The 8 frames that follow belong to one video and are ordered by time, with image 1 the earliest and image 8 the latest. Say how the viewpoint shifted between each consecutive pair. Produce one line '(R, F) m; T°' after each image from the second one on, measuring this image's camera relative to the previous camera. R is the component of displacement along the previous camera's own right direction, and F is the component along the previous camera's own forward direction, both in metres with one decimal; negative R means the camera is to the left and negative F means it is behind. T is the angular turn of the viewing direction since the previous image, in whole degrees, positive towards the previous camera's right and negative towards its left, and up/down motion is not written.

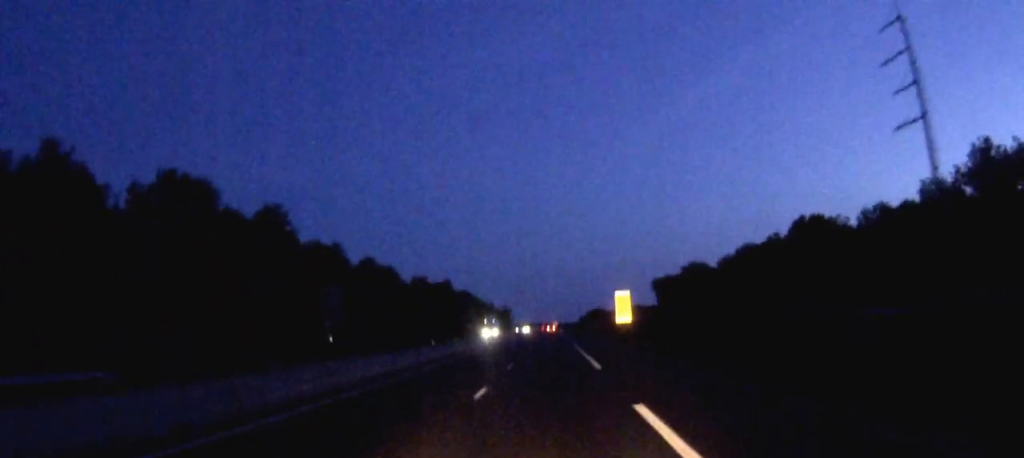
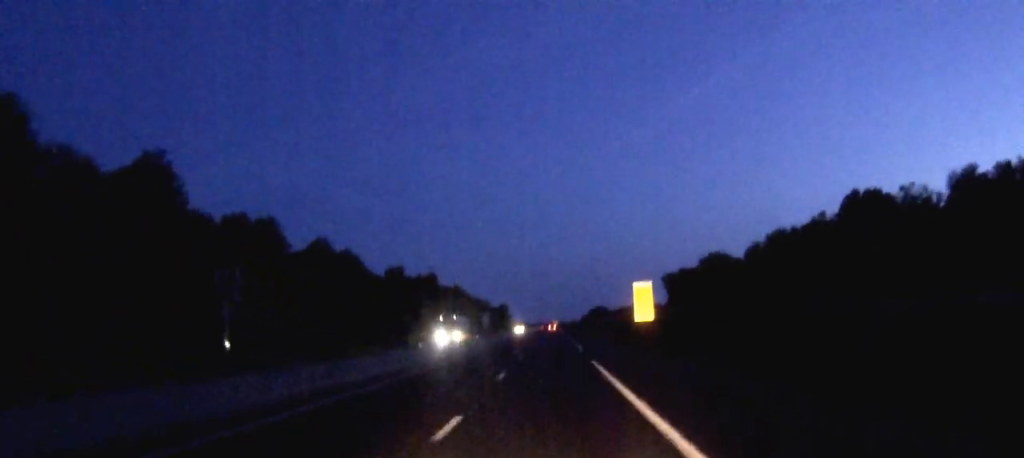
(-0.1, +31.9) m; 0°
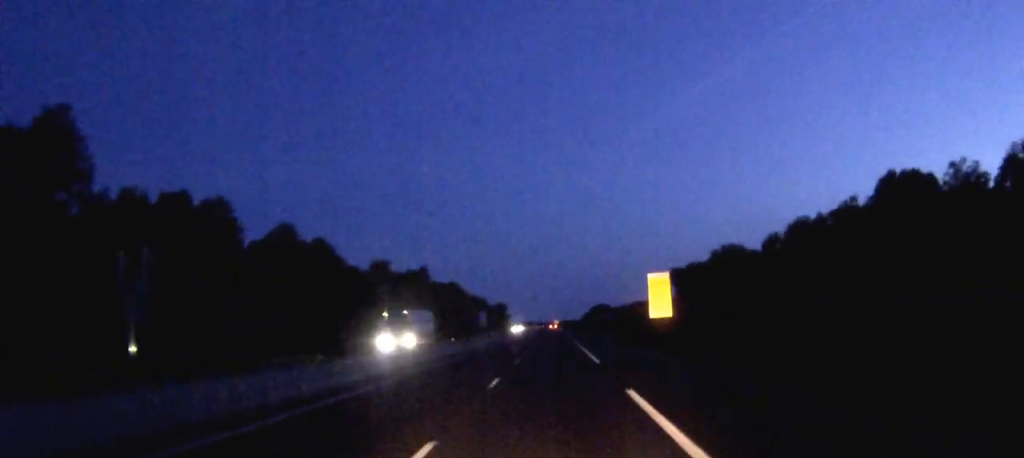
(0.0, +16.3) m; 0°
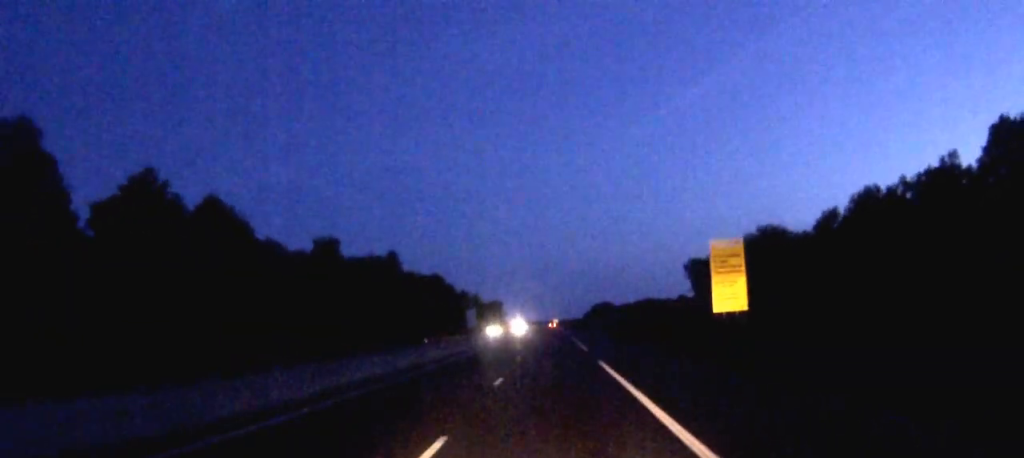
(0.0, +37.6) m; 0°
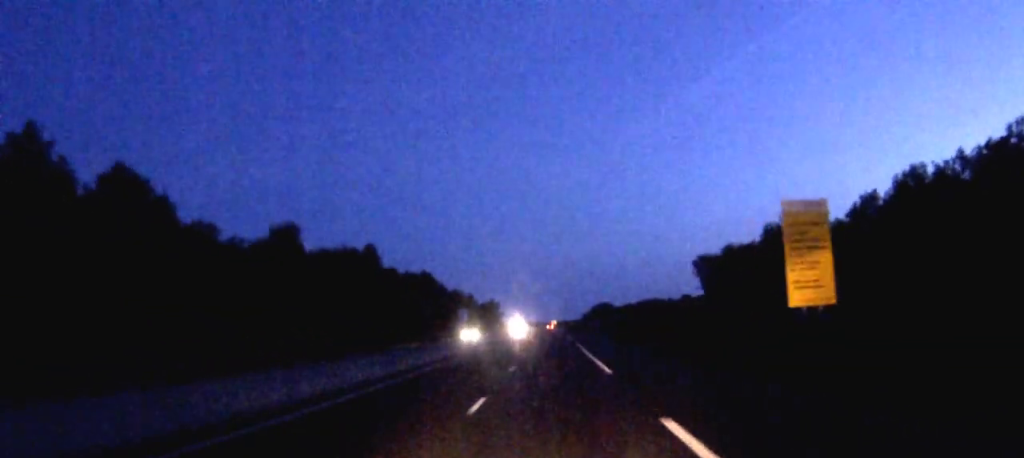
(+0.1, +18.9) m; 0°
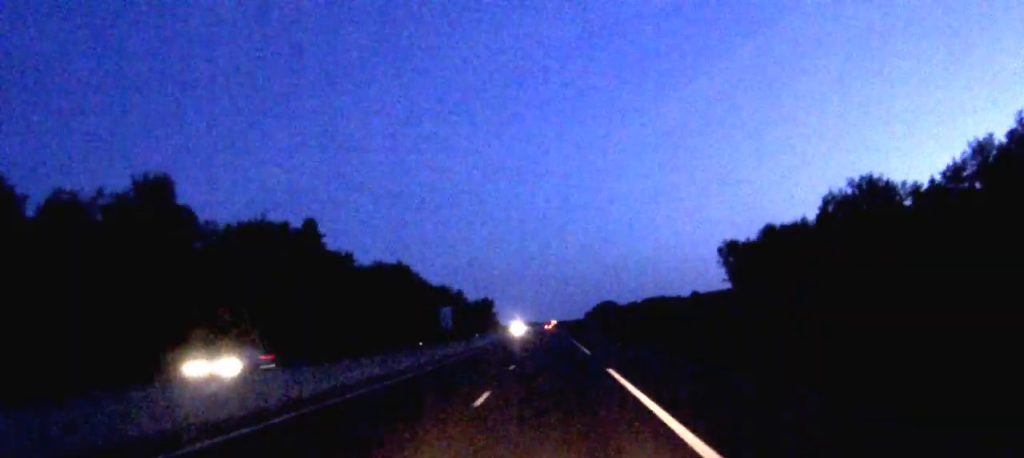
(-0.1, +37.3) m; 0°
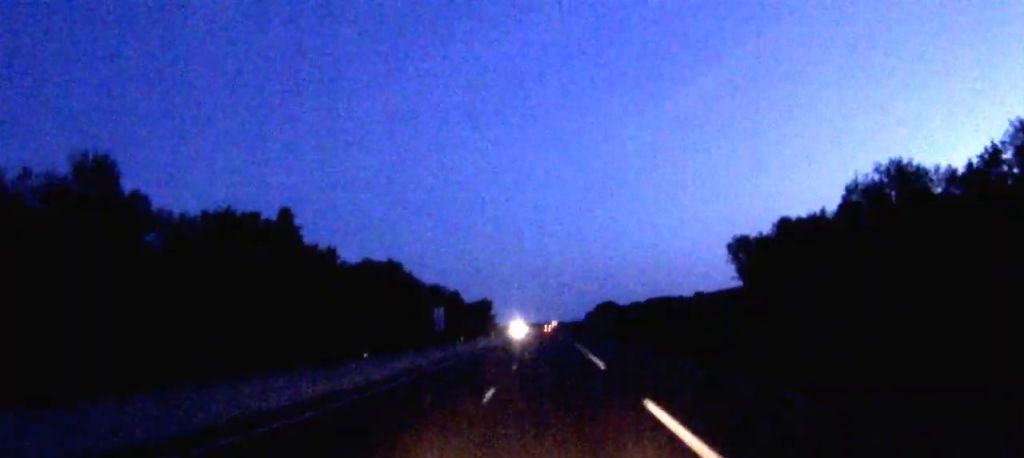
(0.0, +10.8) m; 0°
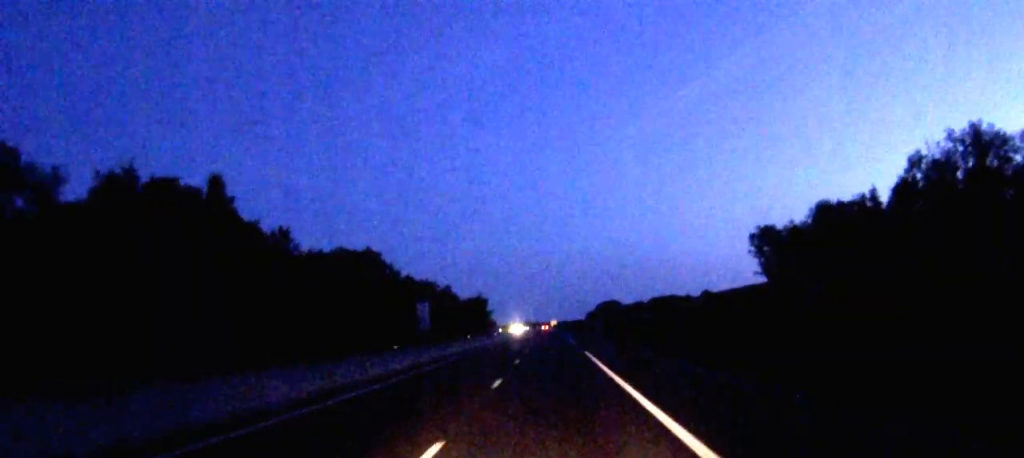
(0.0, +22.6) m; 0°
